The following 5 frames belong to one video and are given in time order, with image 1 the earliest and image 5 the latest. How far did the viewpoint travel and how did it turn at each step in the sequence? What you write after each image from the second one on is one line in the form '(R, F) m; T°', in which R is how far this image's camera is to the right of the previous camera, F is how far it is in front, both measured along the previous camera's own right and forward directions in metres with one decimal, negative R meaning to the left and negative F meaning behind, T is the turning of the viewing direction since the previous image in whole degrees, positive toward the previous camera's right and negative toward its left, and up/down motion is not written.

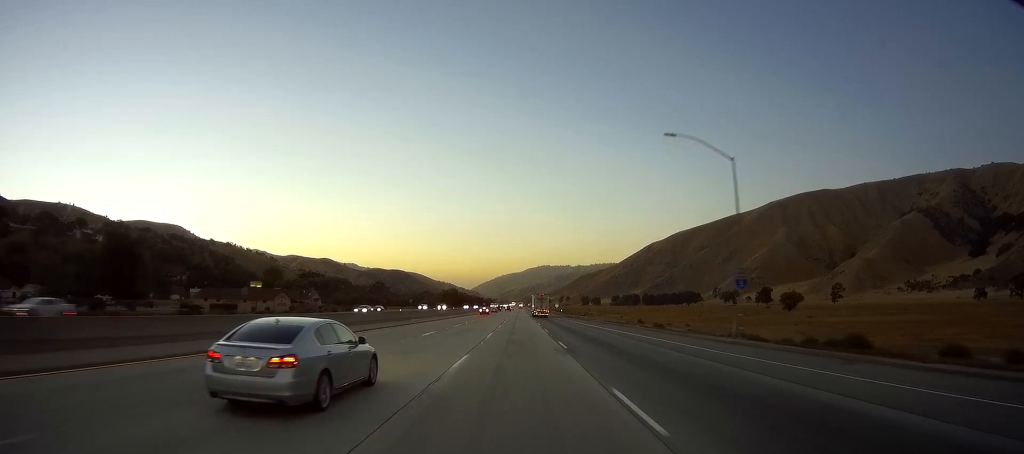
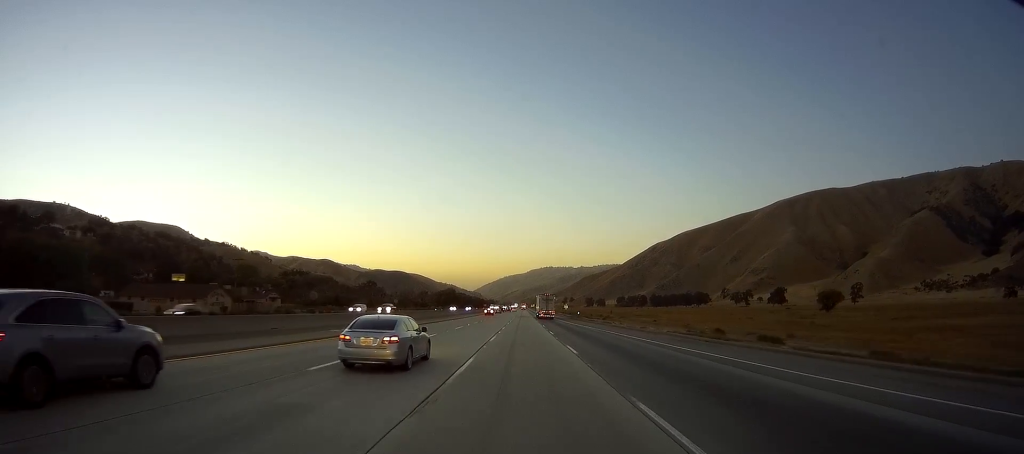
(-0.2, +31.5) m; 0°
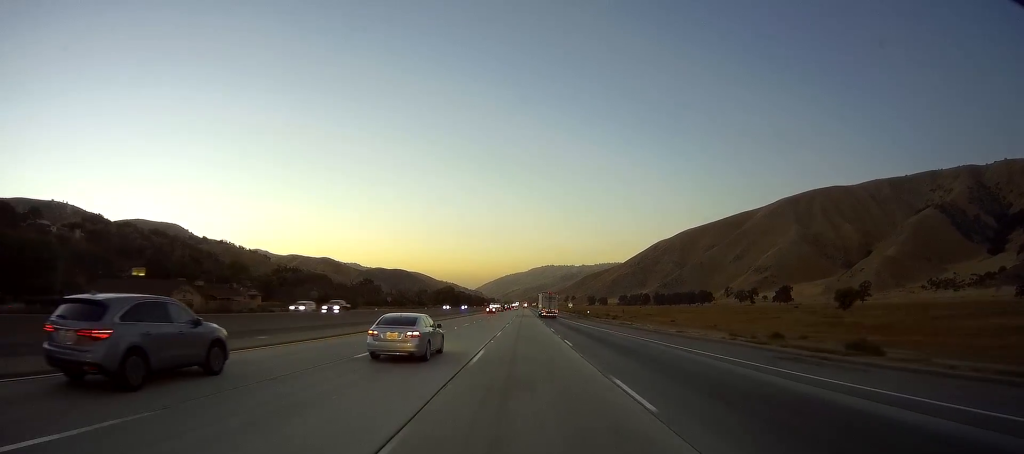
(-0.2, +11.8) m; 0°
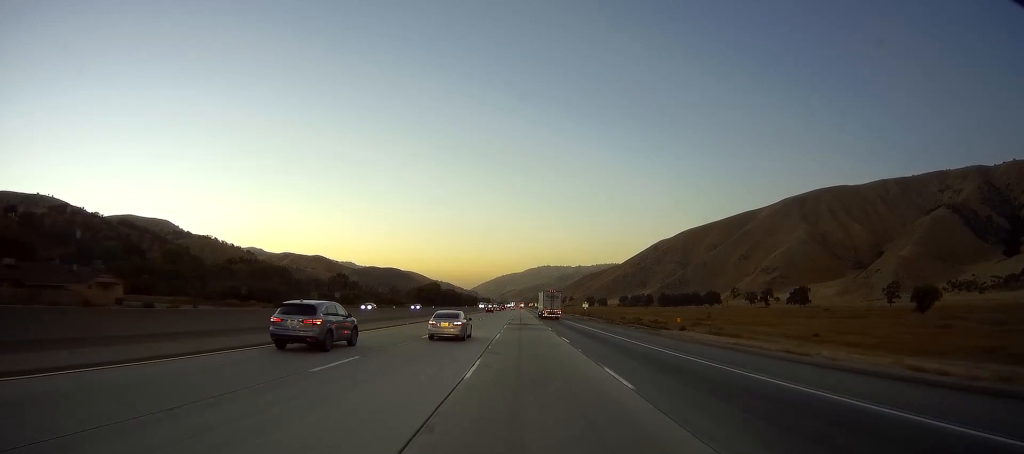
(+1.0, +48.9) m; +1°
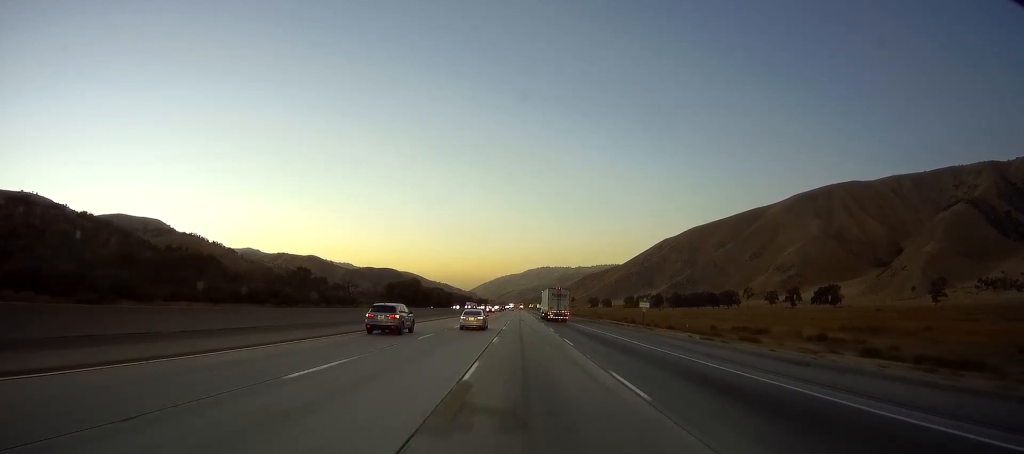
(-0.1, +60.7) m; -1°
